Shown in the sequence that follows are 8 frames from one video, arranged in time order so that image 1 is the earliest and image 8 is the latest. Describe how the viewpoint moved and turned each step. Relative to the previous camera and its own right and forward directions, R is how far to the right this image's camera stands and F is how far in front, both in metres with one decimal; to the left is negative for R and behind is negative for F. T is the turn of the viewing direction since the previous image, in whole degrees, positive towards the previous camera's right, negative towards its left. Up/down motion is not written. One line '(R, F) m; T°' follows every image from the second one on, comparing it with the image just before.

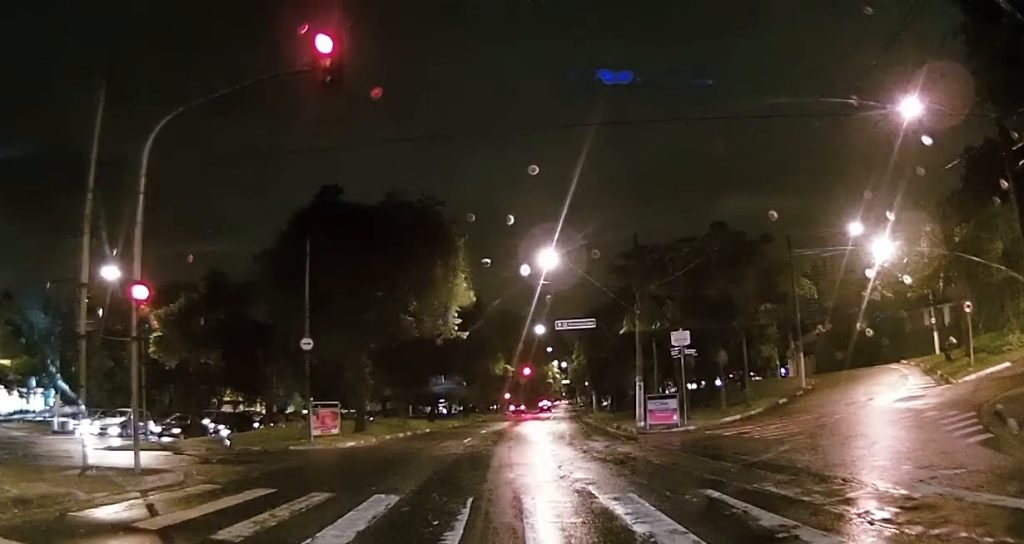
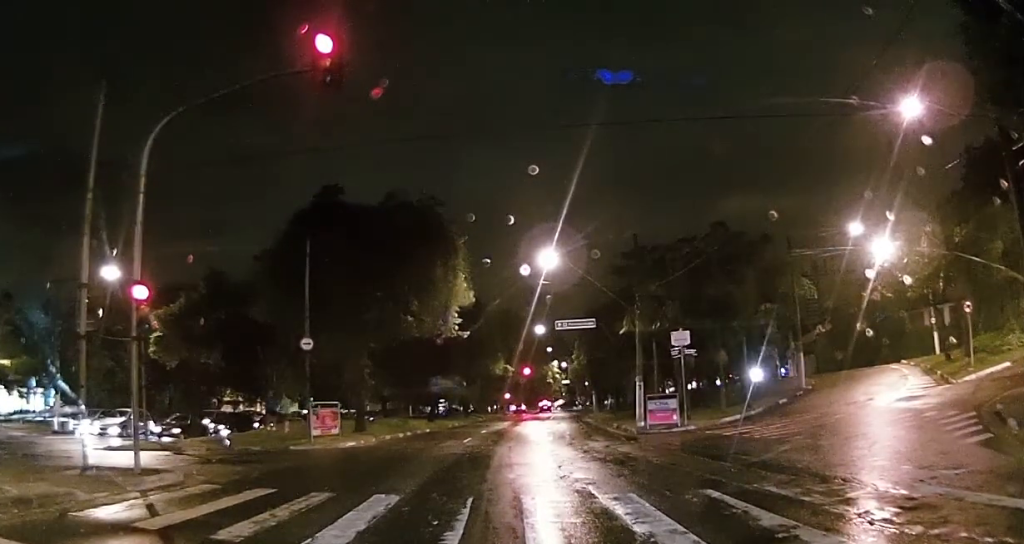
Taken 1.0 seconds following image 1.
(0.0, 0.0) m; 0°
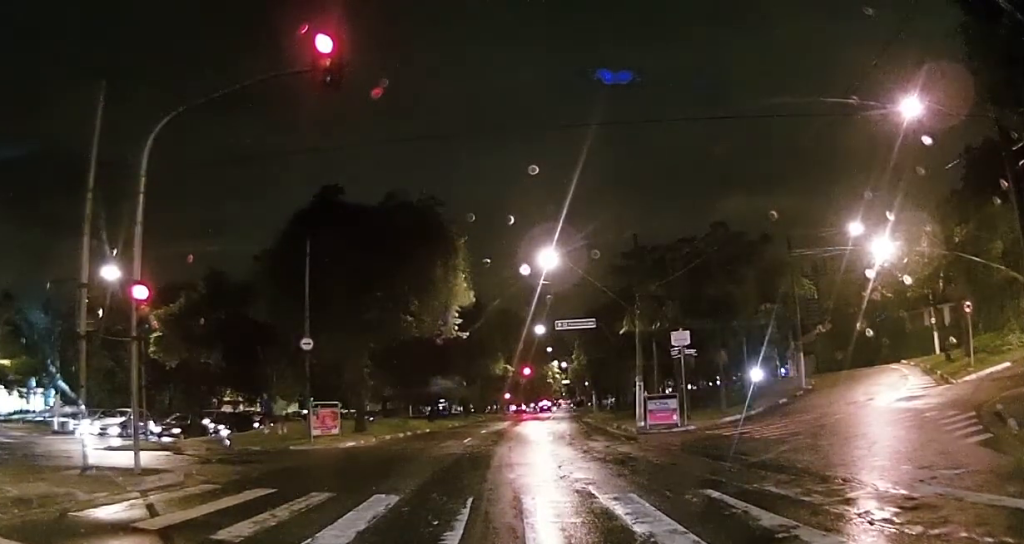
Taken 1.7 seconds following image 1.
(0.0, 0.0) m; 0°
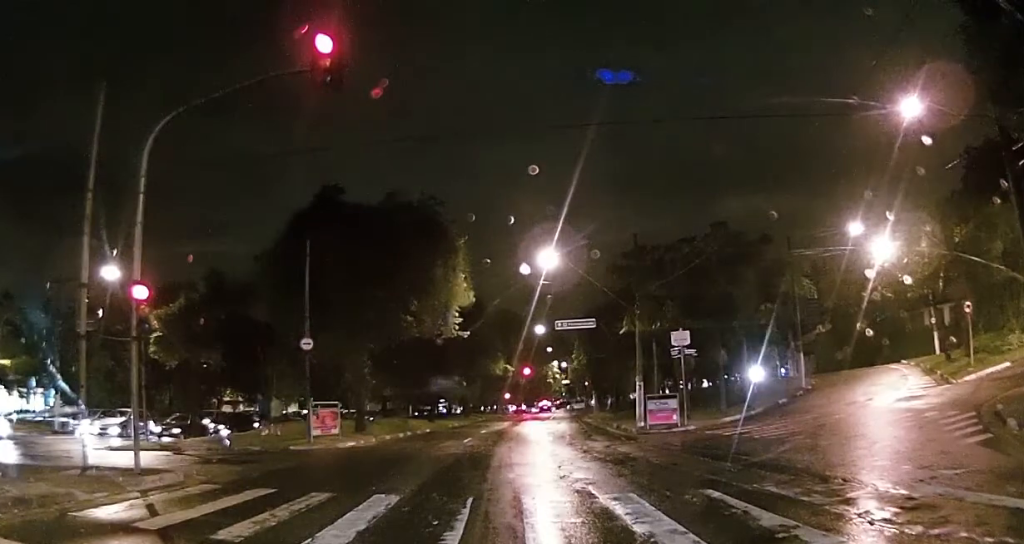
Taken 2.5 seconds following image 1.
(0.0, 0.0) m; 0°
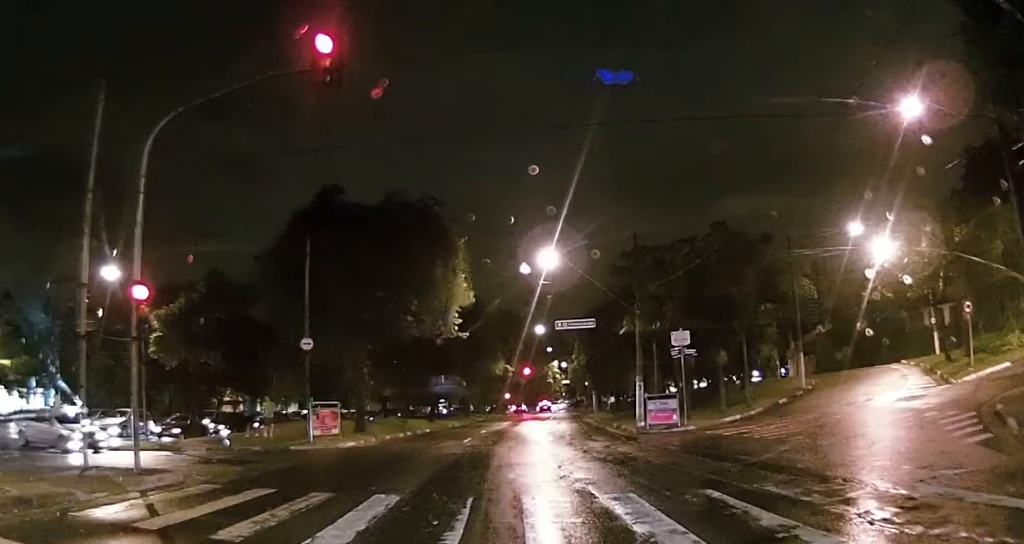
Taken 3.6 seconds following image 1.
(0.0, 0.0) m; 0°
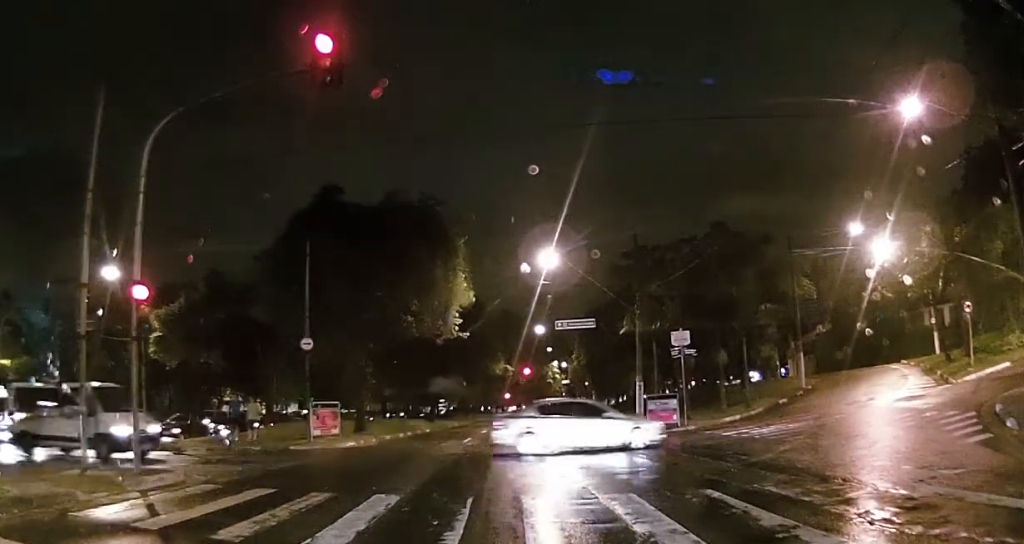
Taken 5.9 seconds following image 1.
(0.0, 0.0) m; 0°
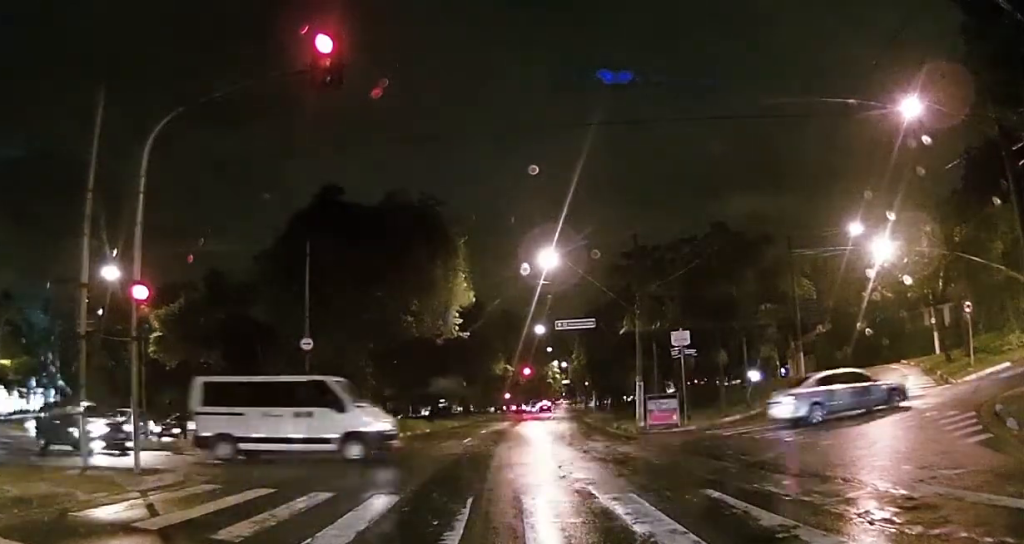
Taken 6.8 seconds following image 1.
(0.0, 0.0) m; 0°
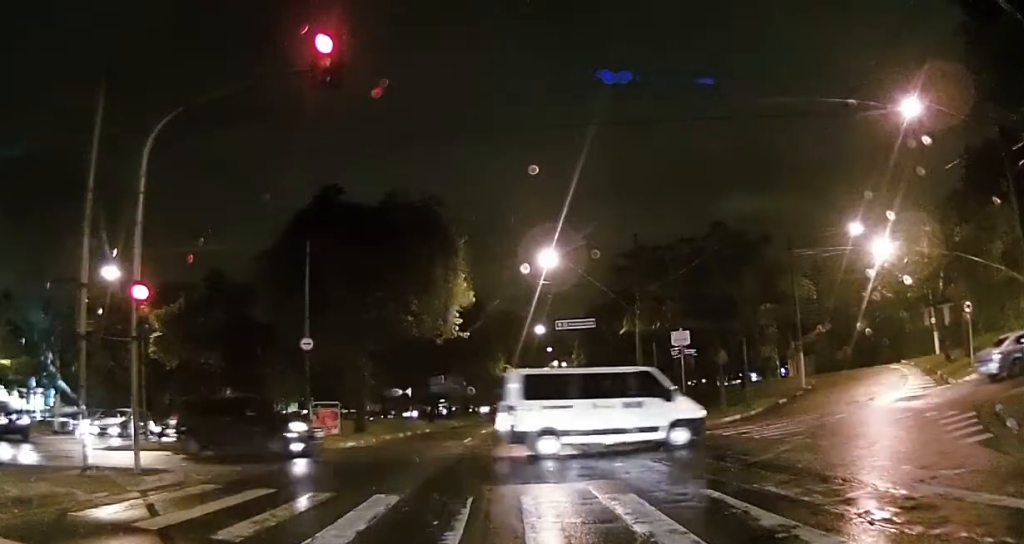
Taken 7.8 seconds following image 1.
(0.0, 0.0) m; 0°
